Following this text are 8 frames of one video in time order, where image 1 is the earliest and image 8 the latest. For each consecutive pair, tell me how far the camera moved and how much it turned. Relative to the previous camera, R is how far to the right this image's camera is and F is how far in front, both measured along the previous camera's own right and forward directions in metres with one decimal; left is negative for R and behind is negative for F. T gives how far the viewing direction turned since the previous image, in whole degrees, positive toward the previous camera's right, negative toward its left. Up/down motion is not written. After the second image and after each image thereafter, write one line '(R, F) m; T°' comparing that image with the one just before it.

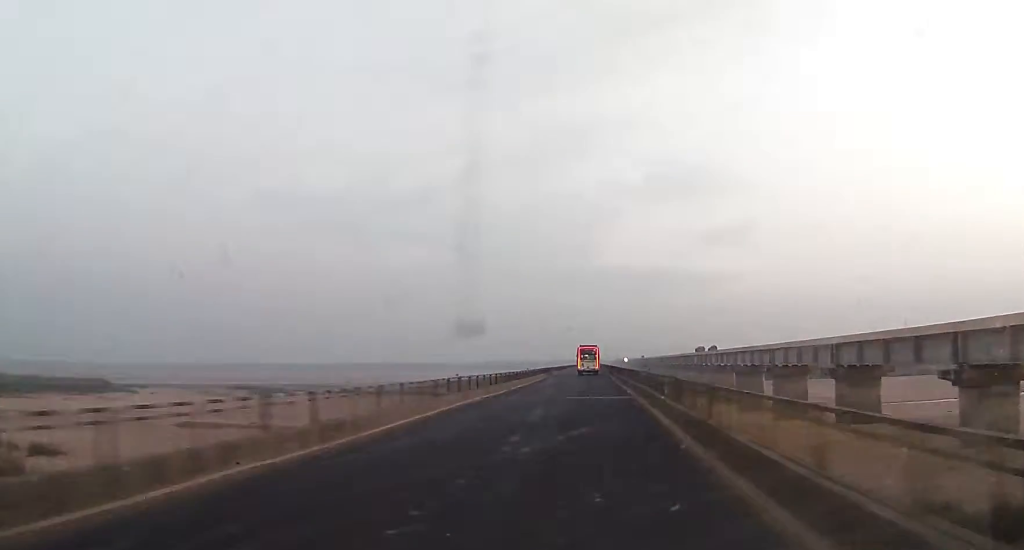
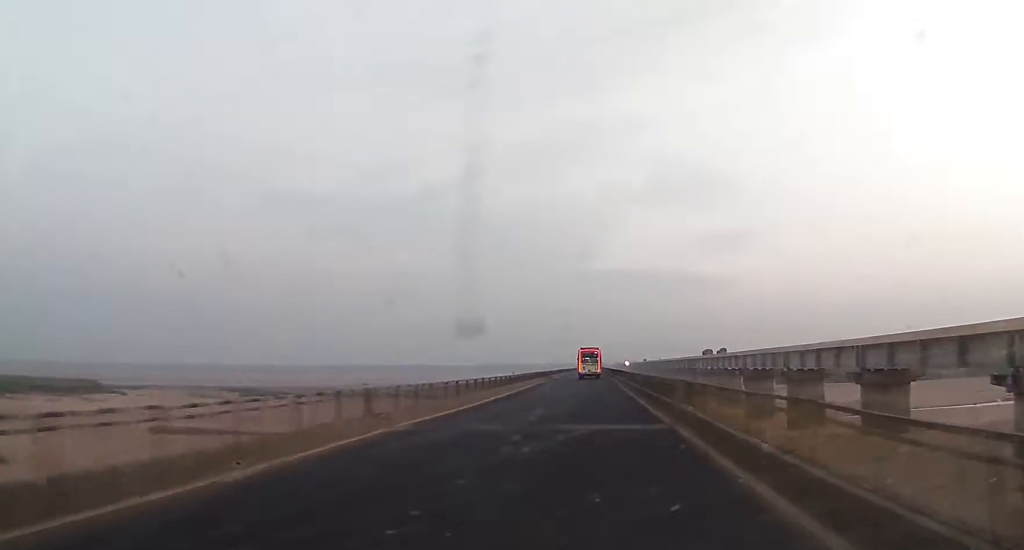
(0.0, +12.6) m; 0°
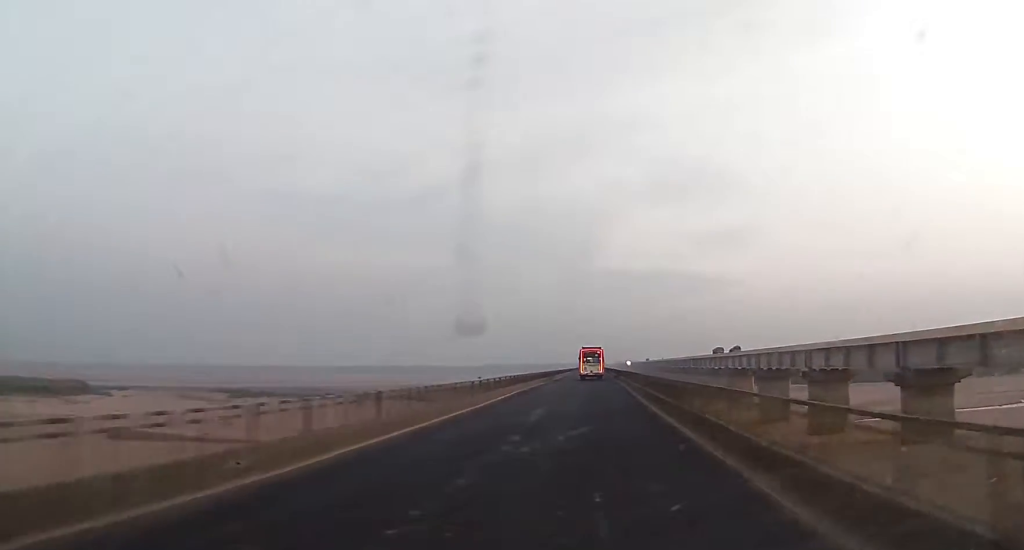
(0.0, +15.8) m; 0°
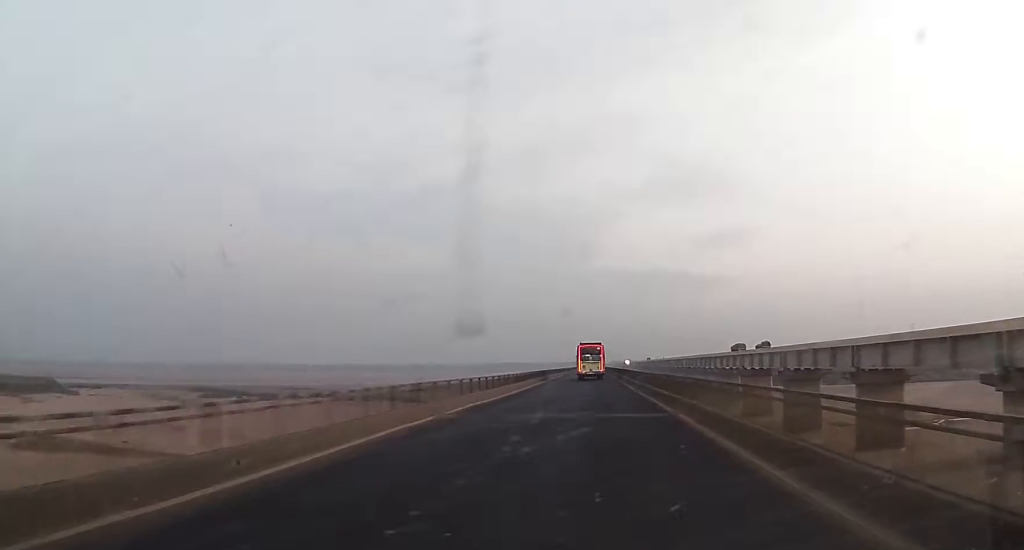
(0.0, +29.2) m; 0°
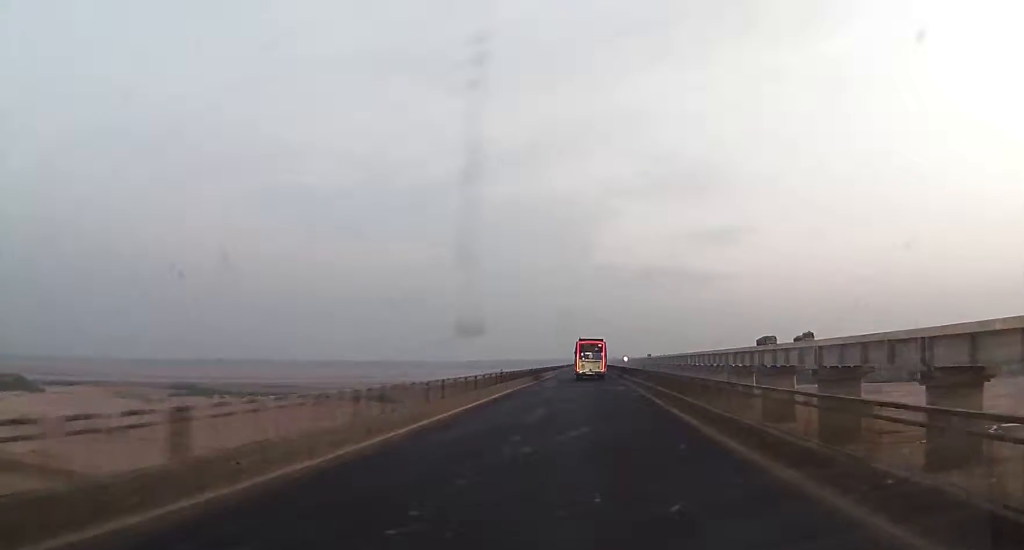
(0.0, +28.9) m; 0°
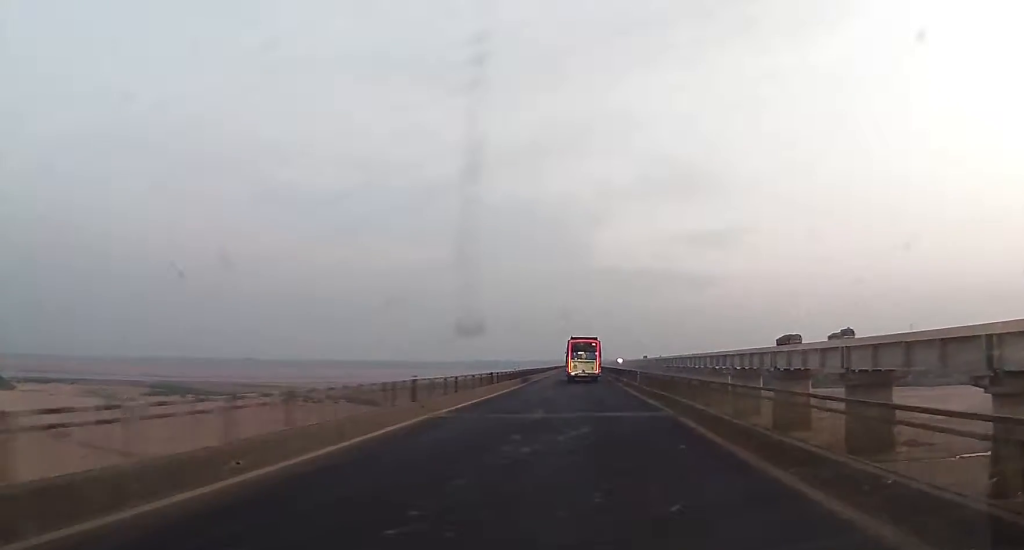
(0.0, +19.6) m; 0°
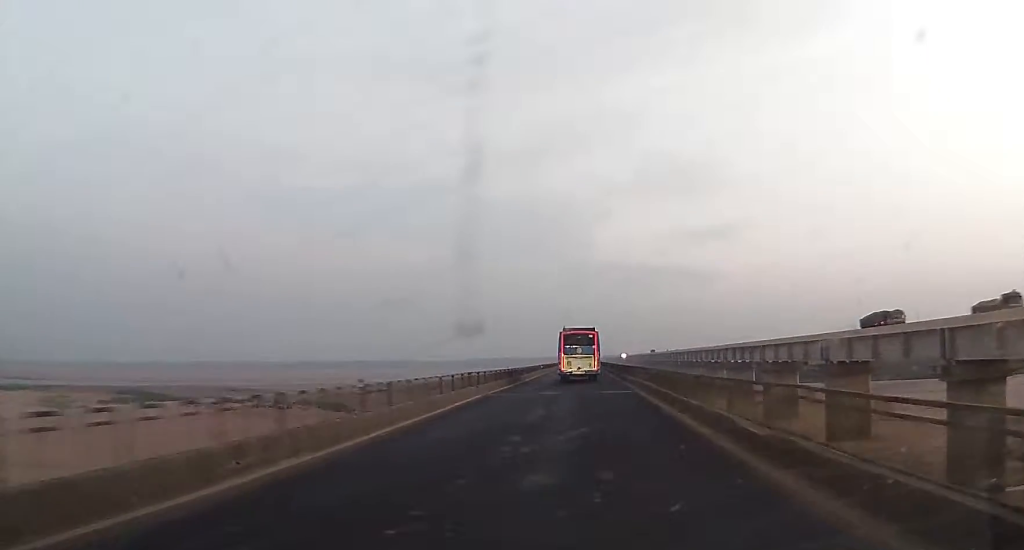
(+0.5, +38.3) m; +1°
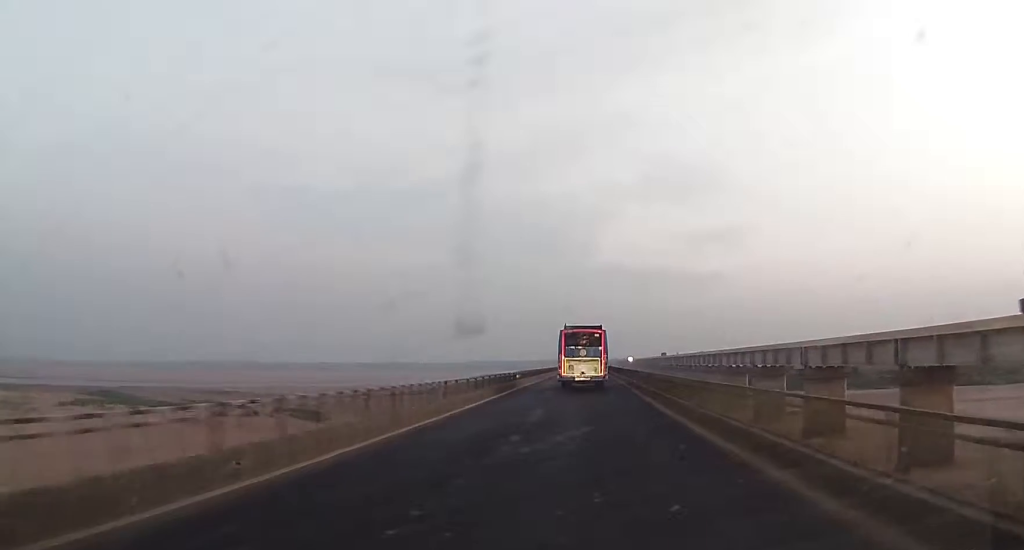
(-0.7, +33.2) m; -2°
